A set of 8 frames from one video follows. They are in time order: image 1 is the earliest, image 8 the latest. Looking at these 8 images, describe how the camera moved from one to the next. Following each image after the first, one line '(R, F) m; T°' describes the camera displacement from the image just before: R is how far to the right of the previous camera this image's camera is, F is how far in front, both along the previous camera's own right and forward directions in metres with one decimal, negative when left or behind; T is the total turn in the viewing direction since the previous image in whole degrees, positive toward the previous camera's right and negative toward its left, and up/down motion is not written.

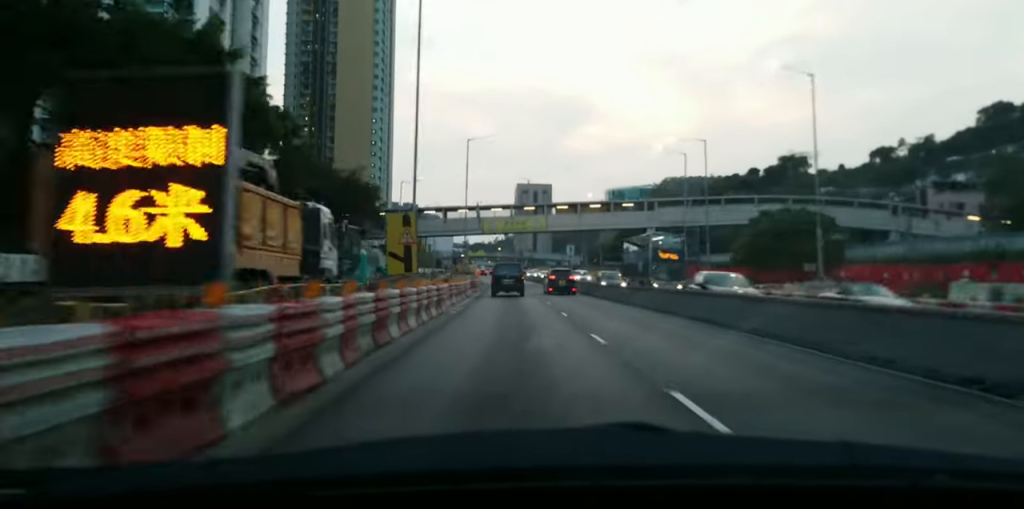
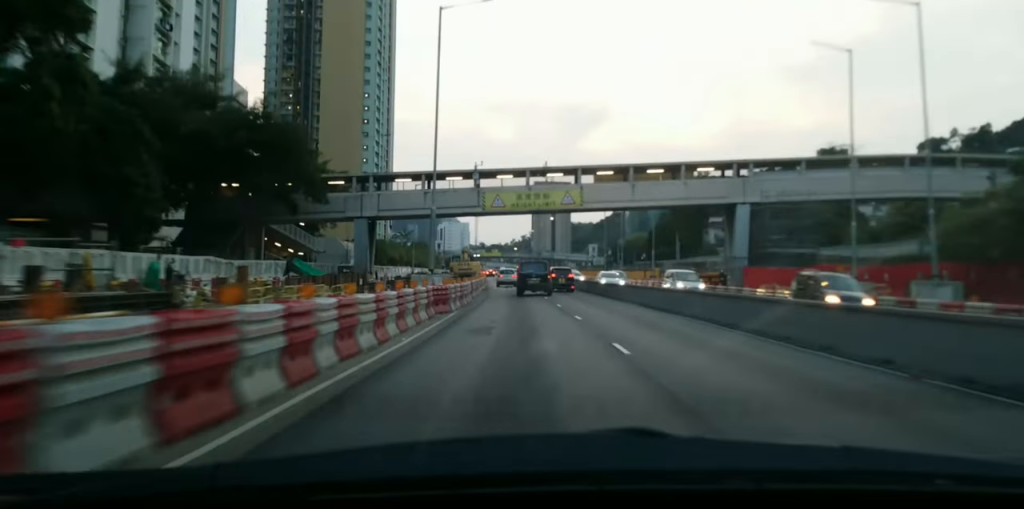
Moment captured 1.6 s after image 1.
(-1.0, +29.8) m; -3°
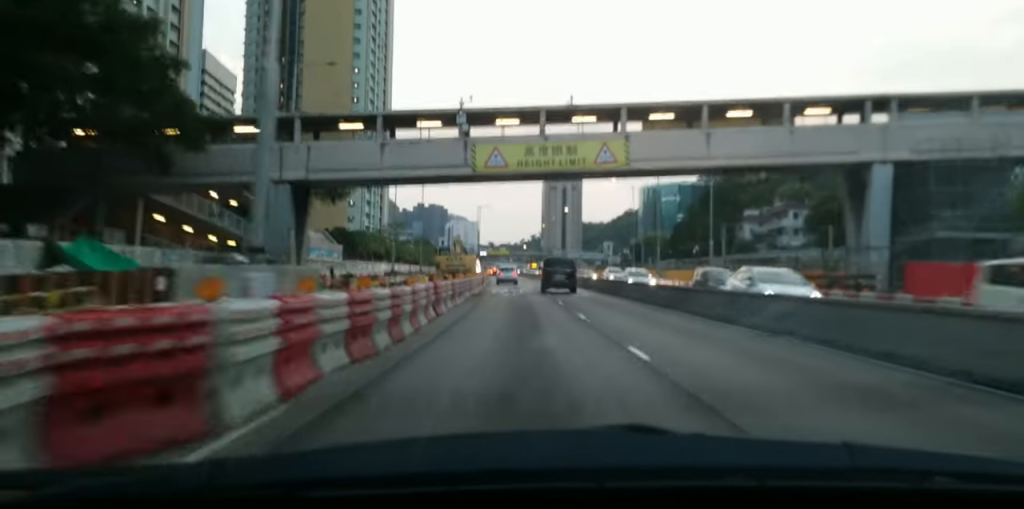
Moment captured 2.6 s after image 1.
(0.0, +19.8) m; 0°
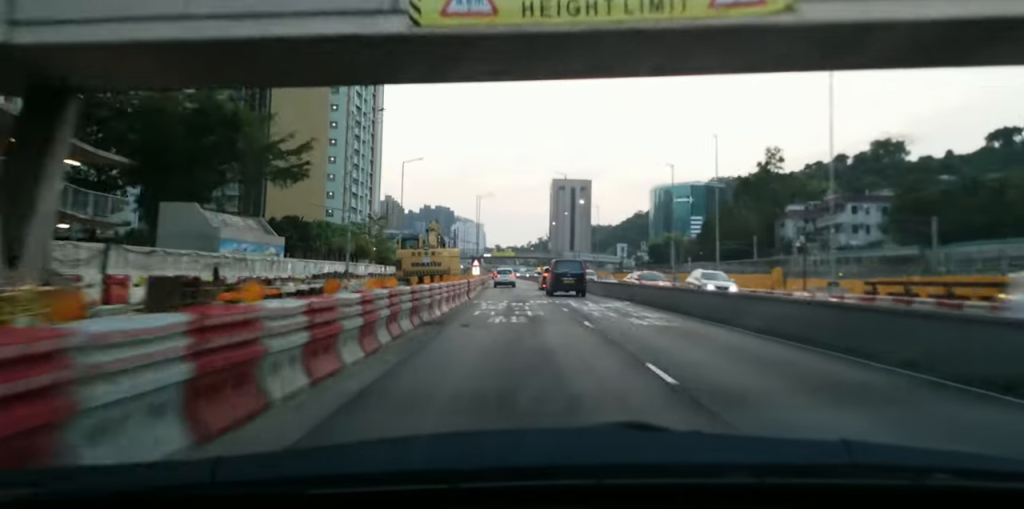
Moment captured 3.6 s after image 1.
(0.0, +19.8) m; 0°
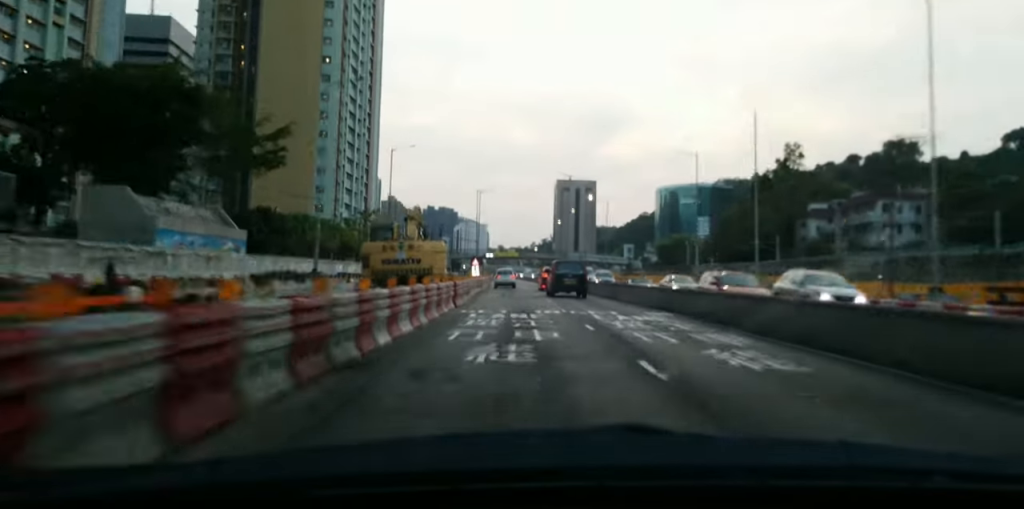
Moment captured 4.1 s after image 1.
(0.0, +8.4) m; 0°
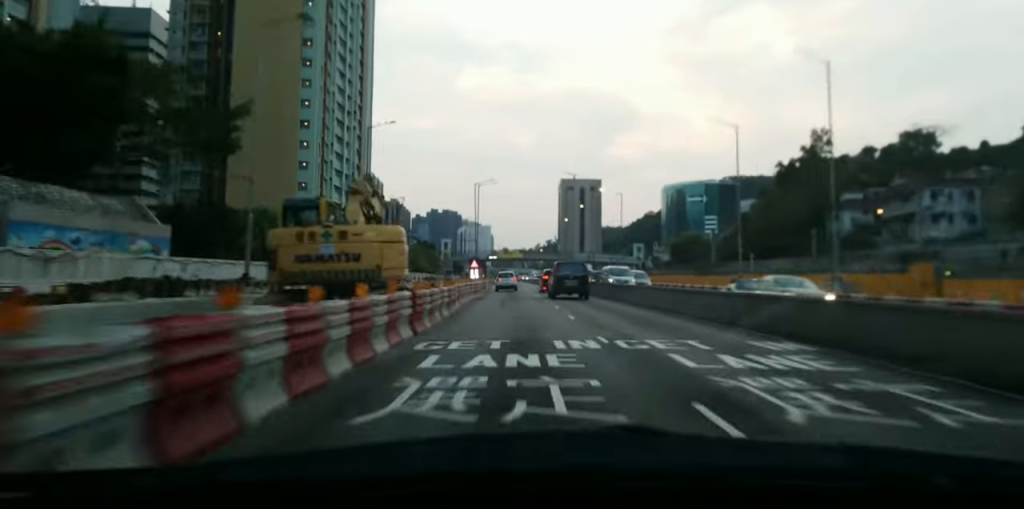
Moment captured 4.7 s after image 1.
(0.0, +11.4) m; 0°
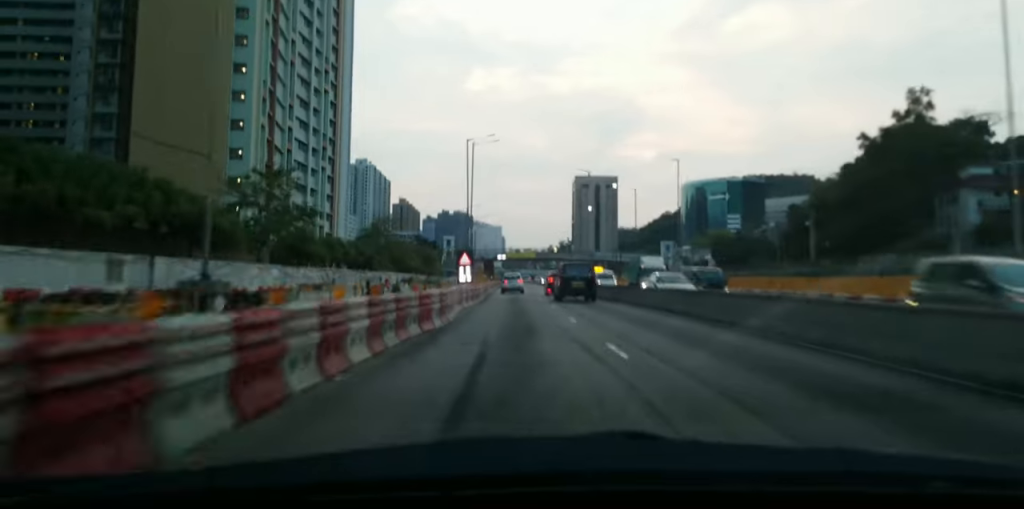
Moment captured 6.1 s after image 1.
(0.0, +26.7) m; 0°
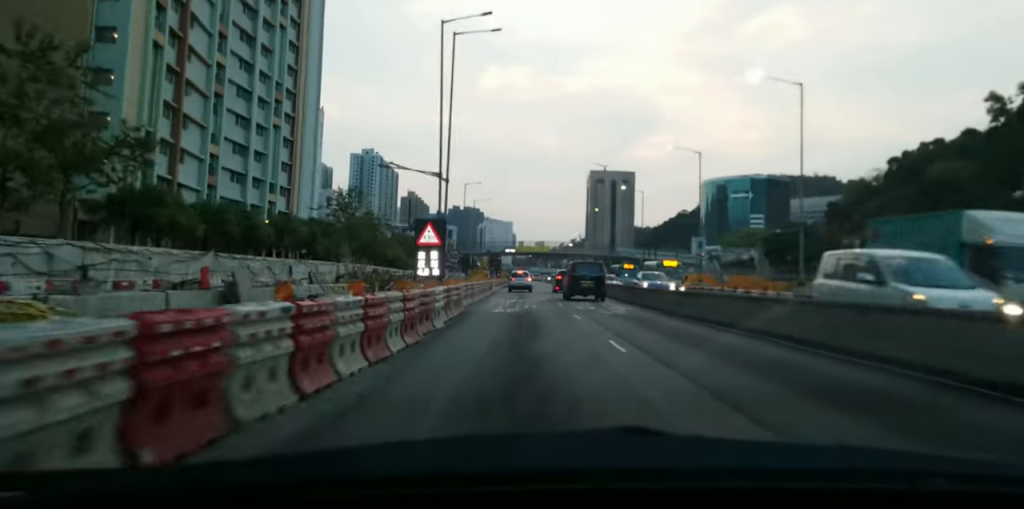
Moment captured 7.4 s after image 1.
(0.0, +26.0) m; 0°
